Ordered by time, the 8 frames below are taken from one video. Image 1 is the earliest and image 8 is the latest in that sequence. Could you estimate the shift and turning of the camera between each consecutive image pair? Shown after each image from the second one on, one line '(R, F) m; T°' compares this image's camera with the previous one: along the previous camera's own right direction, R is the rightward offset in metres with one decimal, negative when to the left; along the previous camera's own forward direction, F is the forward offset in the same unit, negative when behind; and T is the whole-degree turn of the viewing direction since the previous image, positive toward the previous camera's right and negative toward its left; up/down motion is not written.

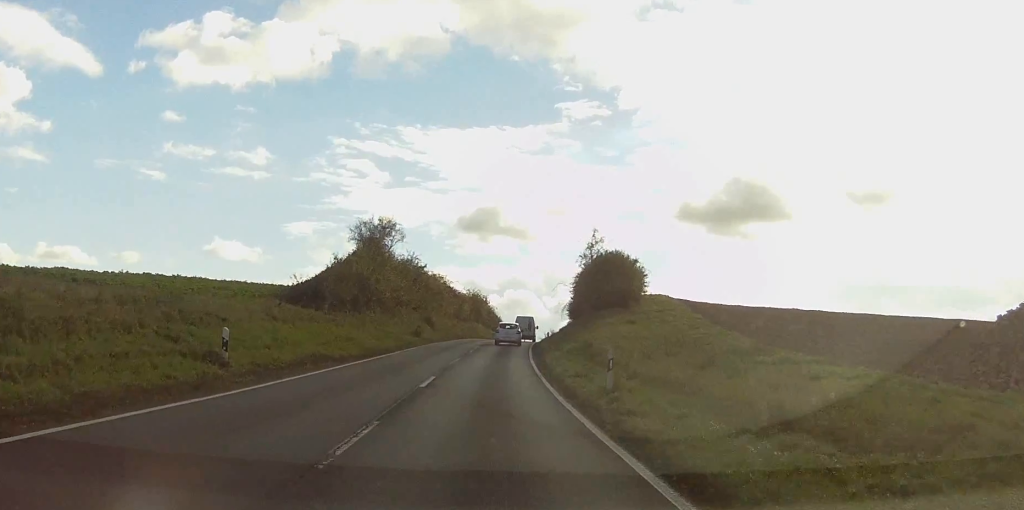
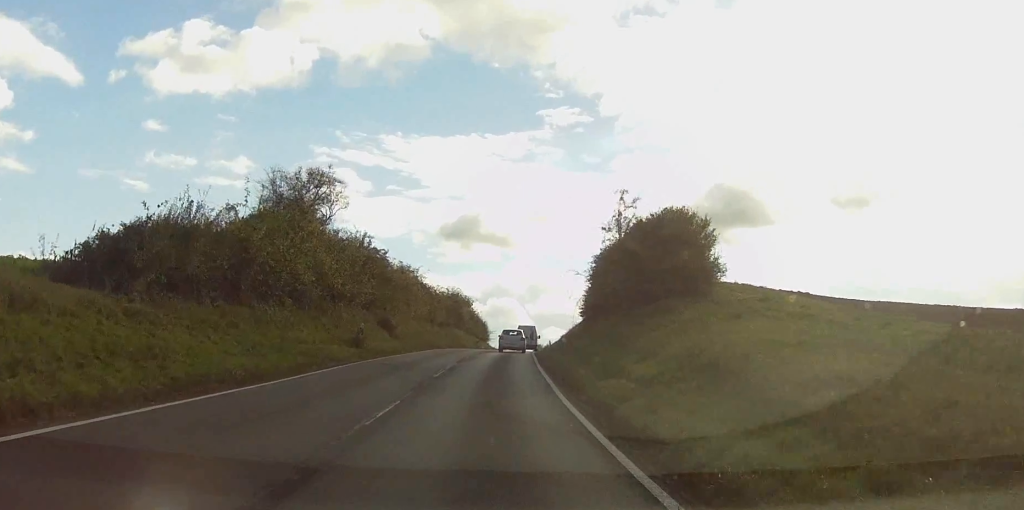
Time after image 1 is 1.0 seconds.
(+0.3, +21.3) m; +1°
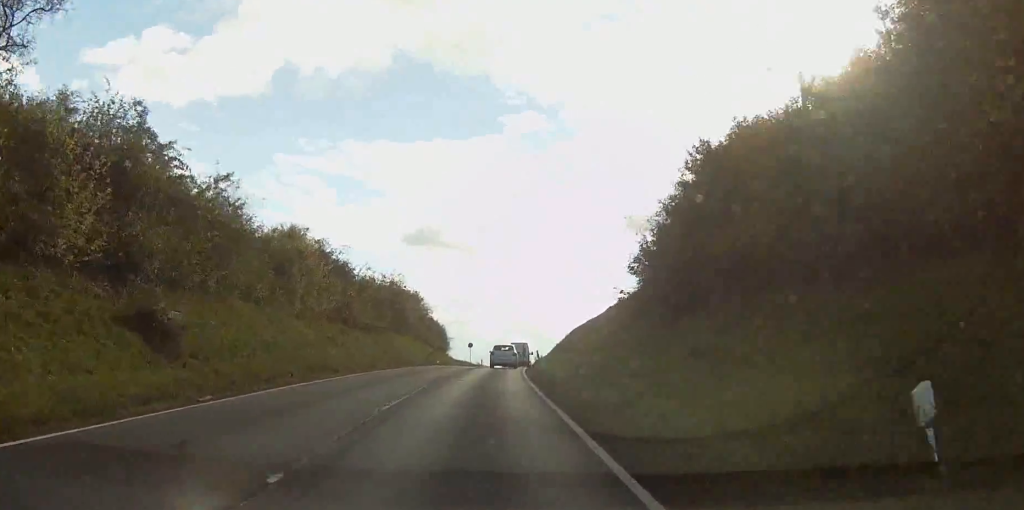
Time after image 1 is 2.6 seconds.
(+0.4, +31.9) m; +2°
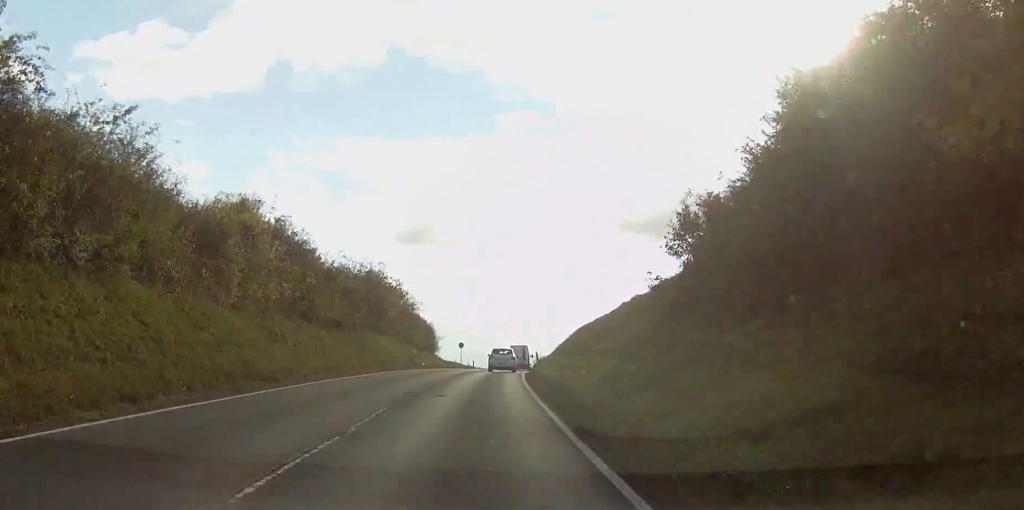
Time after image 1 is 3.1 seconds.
(0.0, +8.4) m; 0°
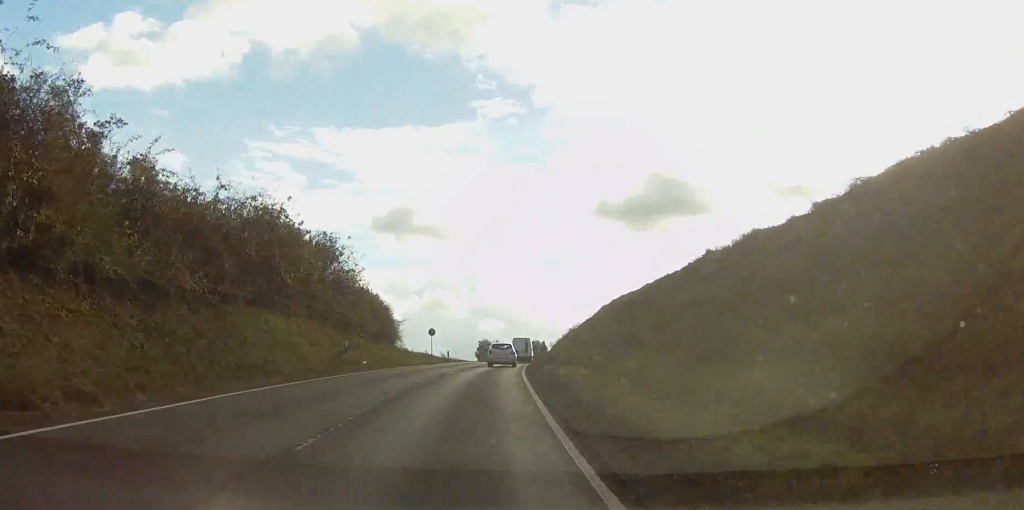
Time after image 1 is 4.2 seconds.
(+0.2, +22.3) m; +1°
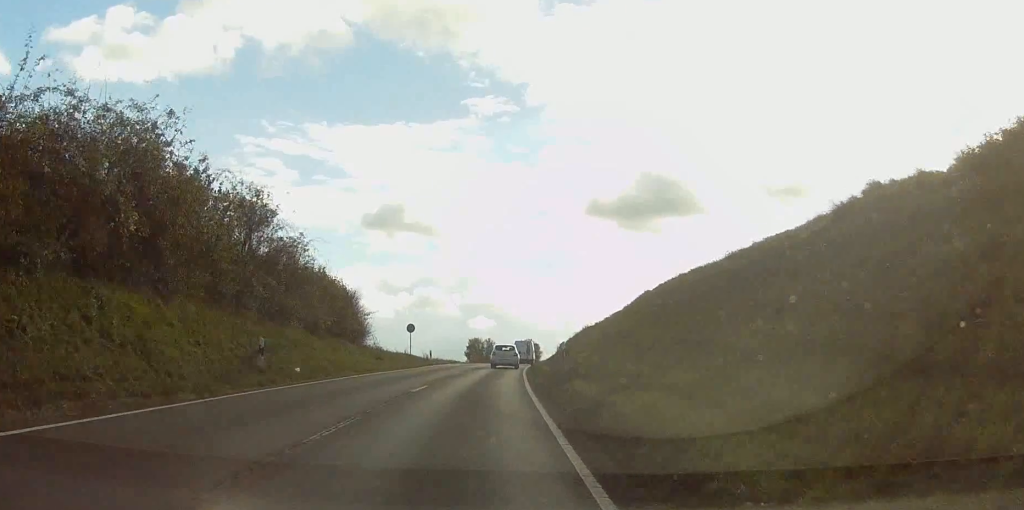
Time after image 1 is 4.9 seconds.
(+0.2, +12.5) m; 0°
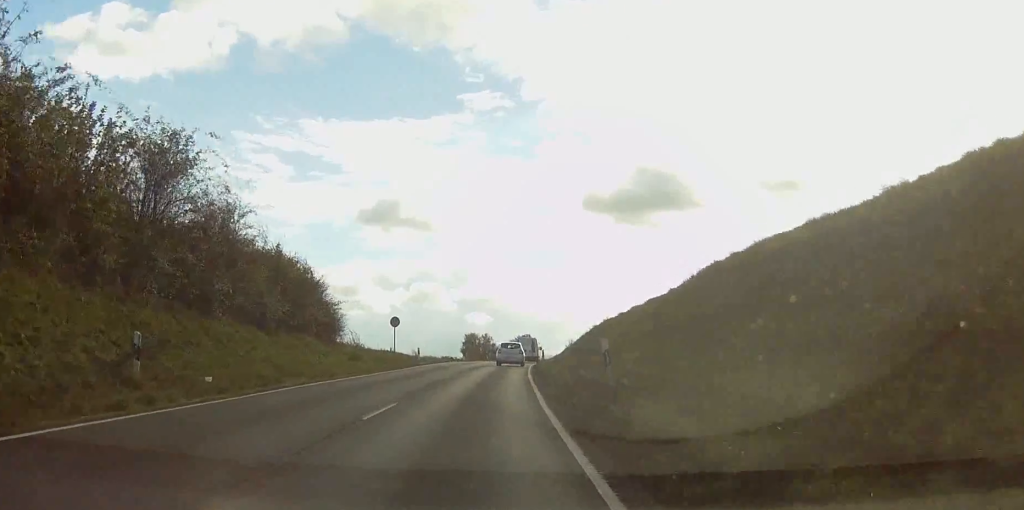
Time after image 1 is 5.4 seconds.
(-0.2, +8.6) m; +1°
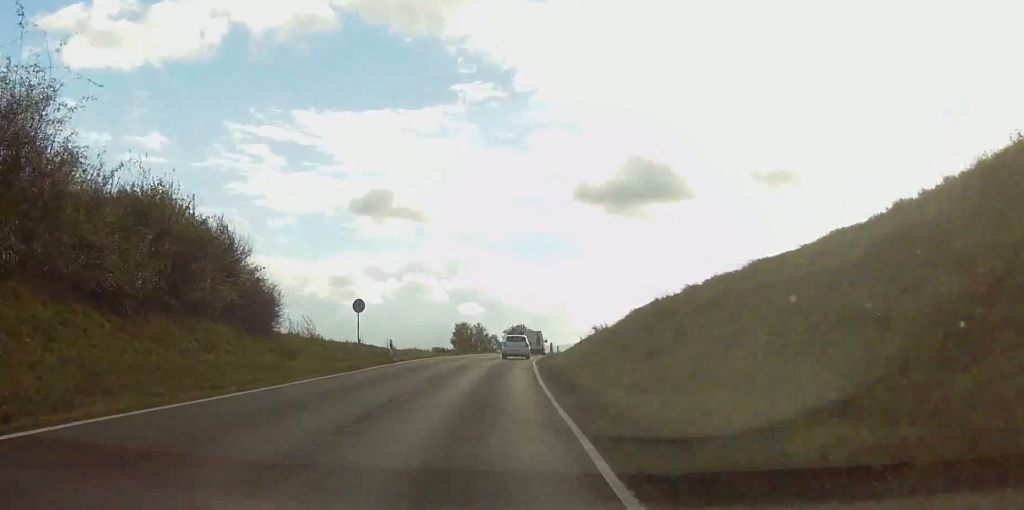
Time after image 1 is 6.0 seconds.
(-0.1, +12.2) m; +1°
